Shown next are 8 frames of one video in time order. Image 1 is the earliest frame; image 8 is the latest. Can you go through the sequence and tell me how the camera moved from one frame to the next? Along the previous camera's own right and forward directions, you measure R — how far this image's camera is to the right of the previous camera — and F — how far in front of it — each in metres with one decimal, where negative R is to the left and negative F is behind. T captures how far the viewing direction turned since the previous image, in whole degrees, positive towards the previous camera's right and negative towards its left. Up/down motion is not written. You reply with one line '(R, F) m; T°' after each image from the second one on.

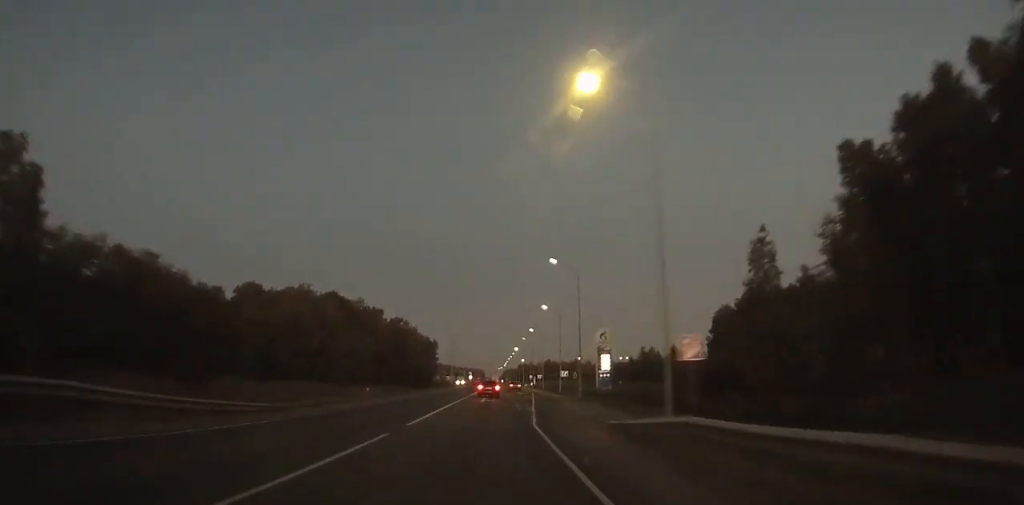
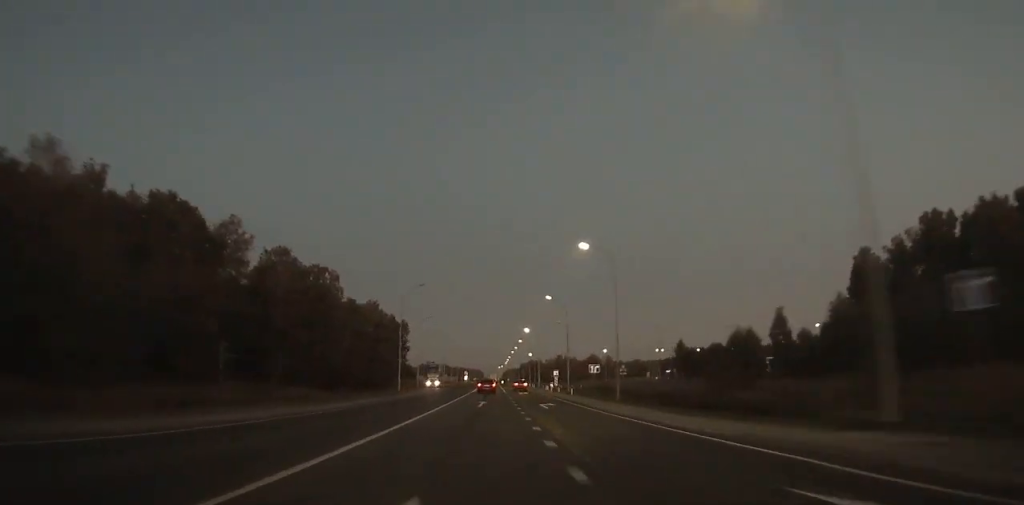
(0.0, +69.6) m; 0°
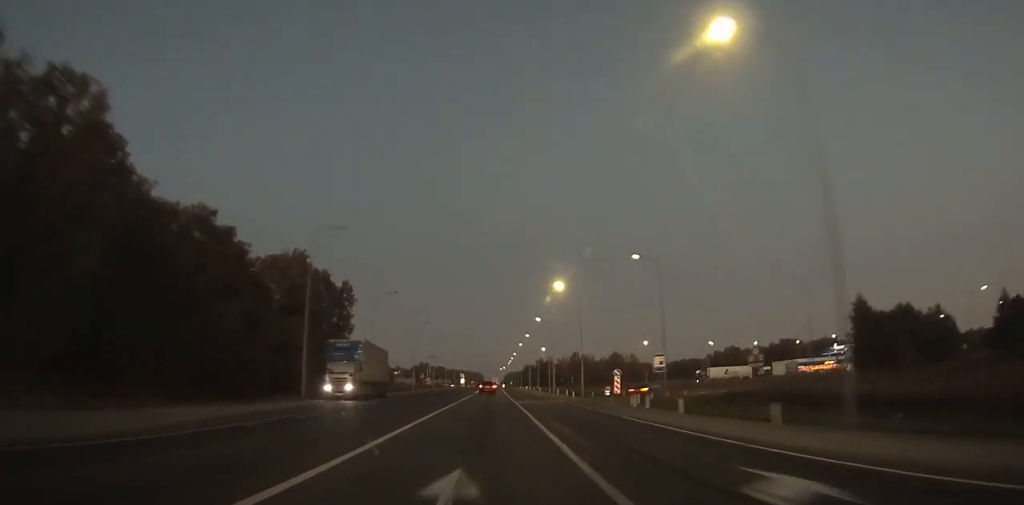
(-0.1, +58.0) m; 0°
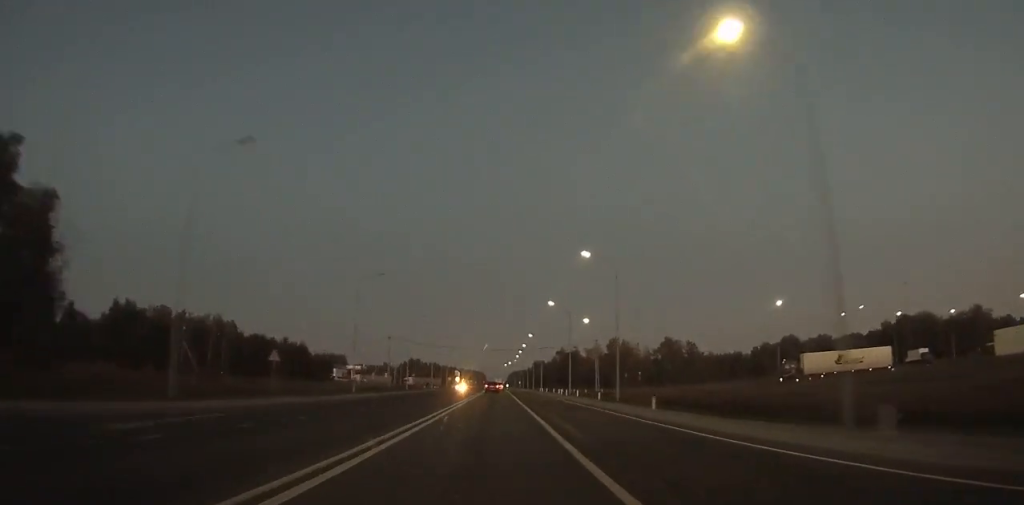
(+0.1, +77.5) m; 0°
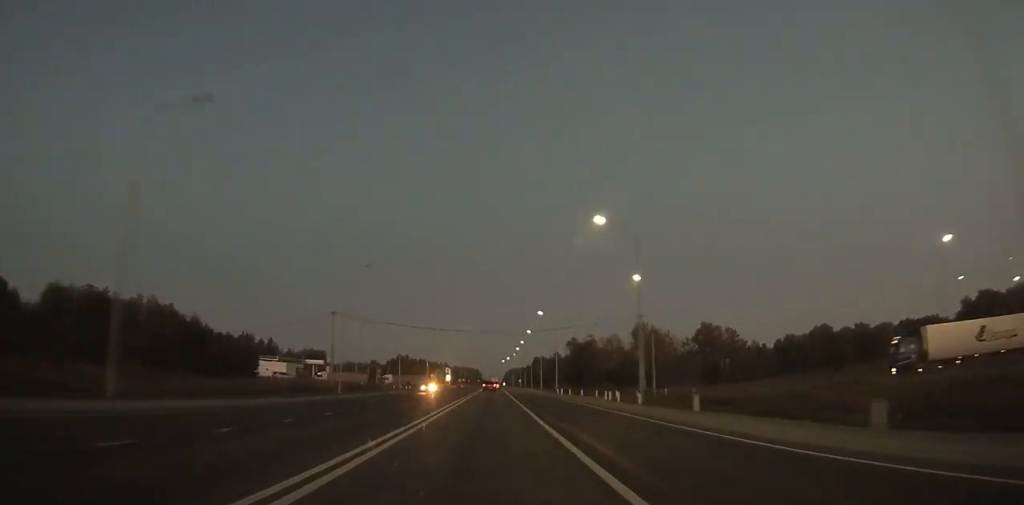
(0.0, +37.7) m; 0°
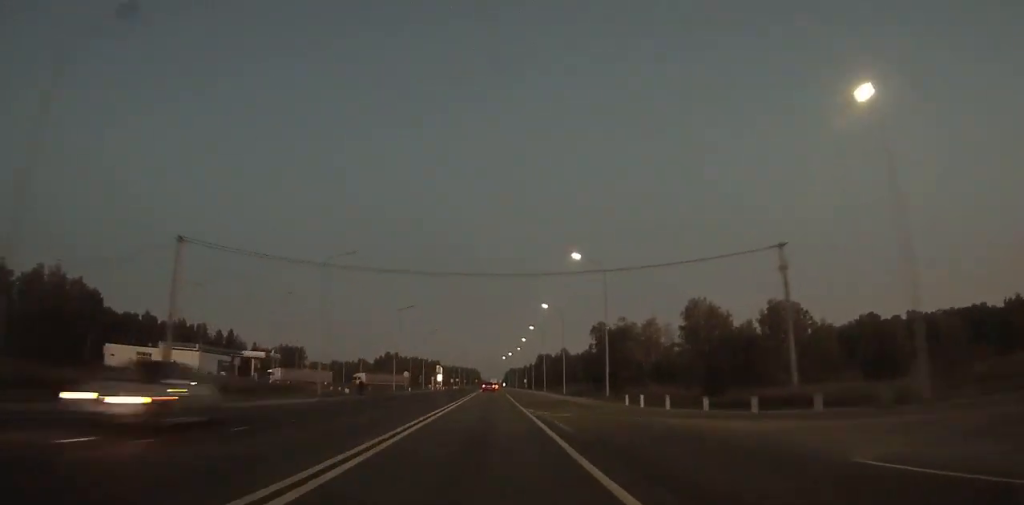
(0.0, +39.6) m; 0°
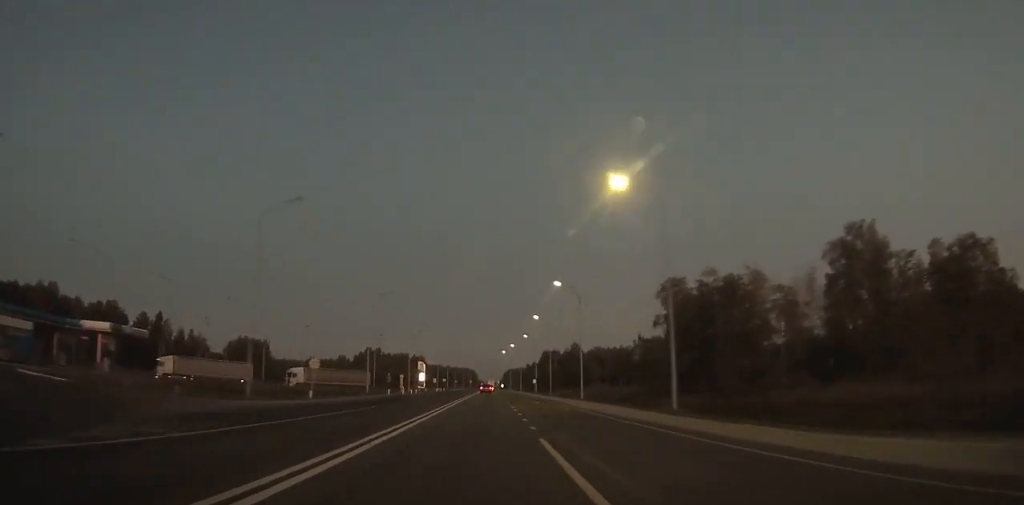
(+0.1, +49.8) m; 0°
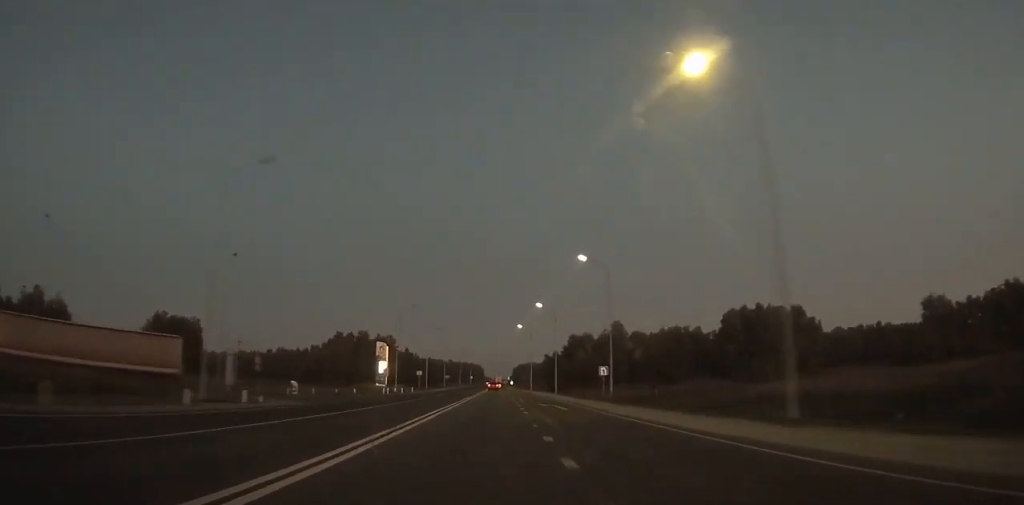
(0.0, +71.7) m; 0°
